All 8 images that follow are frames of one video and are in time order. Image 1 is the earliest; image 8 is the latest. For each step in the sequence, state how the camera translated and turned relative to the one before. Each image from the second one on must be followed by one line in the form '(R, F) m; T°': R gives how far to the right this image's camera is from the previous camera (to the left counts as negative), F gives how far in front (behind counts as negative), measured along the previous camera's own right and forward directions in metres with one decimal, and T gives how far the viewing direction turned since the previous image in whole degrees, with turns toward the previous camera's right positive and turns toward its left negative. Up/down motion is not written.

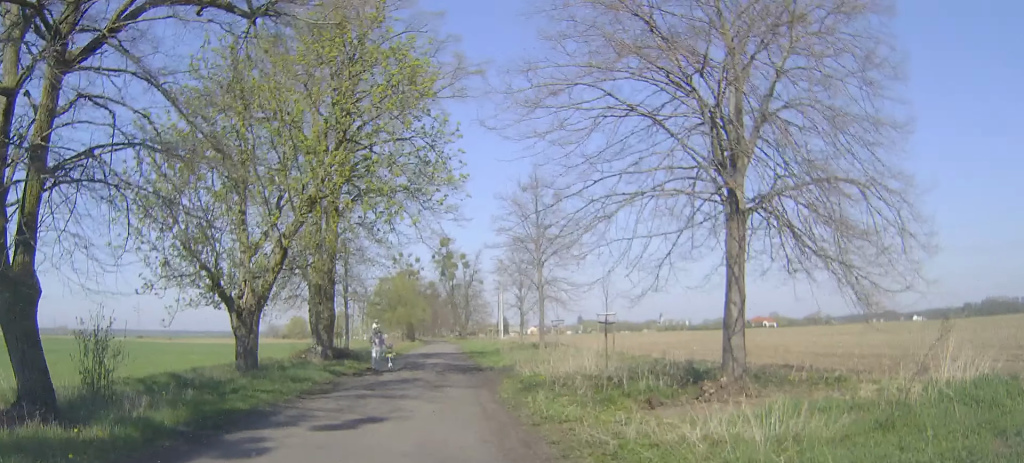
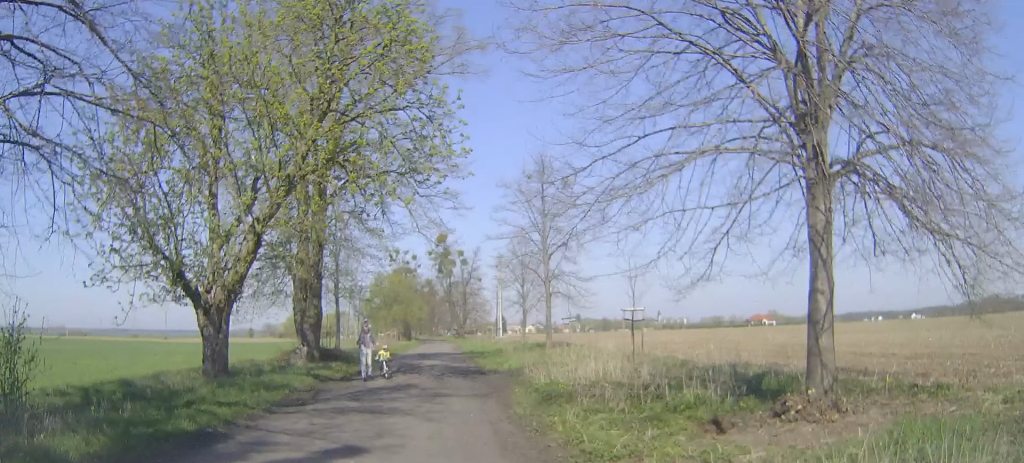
(0.0, +3.3) m; +2°
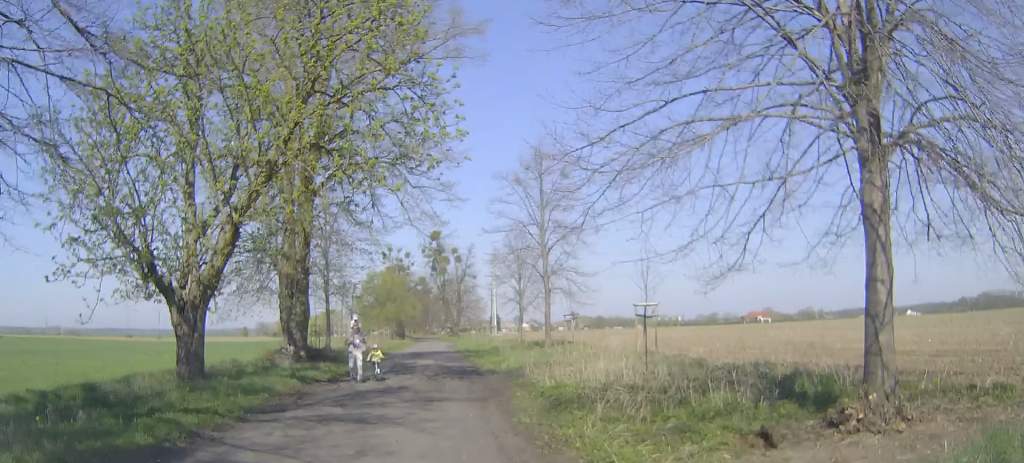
(0.0, +1.6) m; 0°
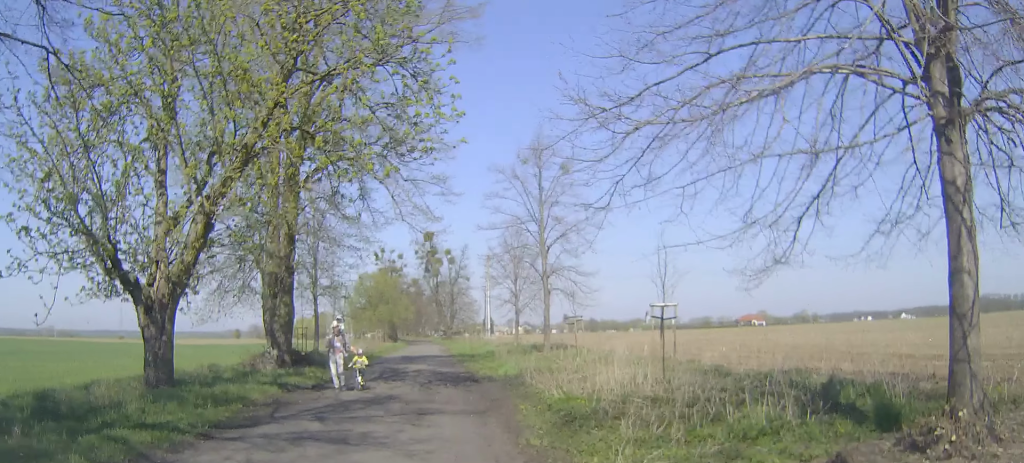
(0.0, +1.7) m; -1°
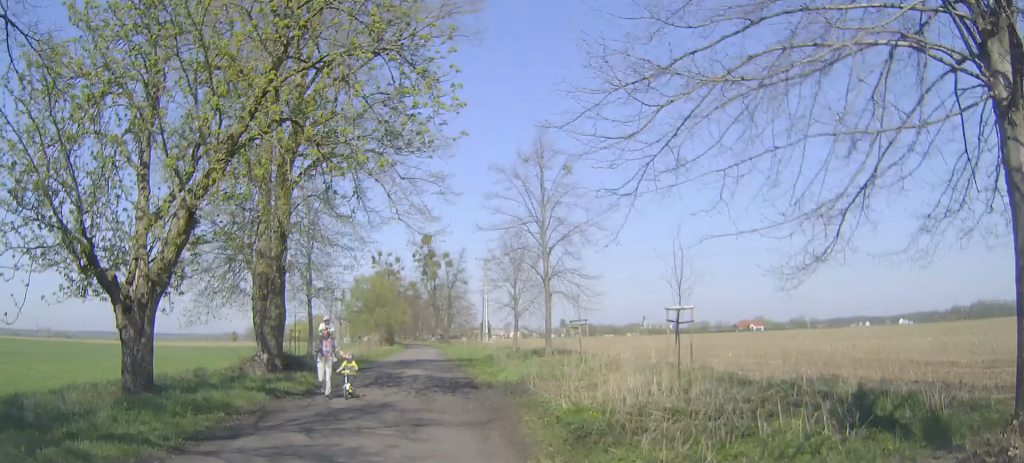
(0.0, +1.1) m; -1°
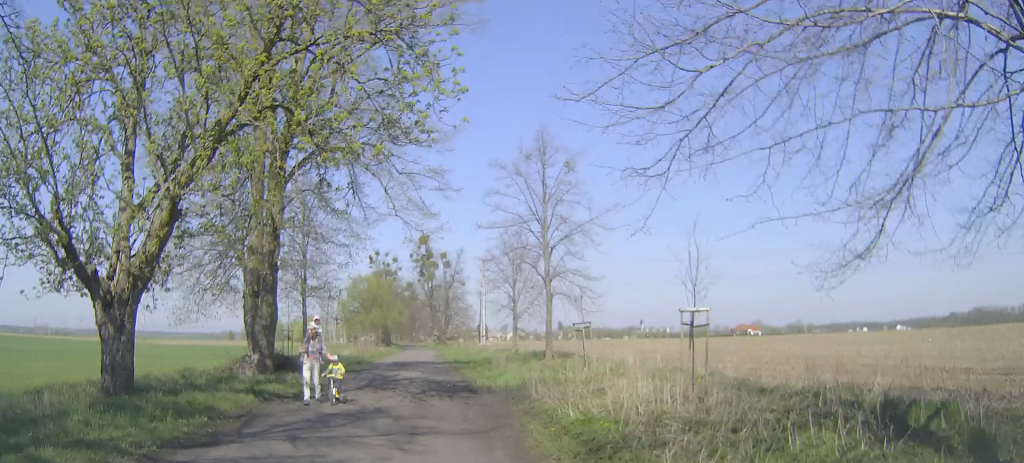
(0.0, +0.9) m; 0°
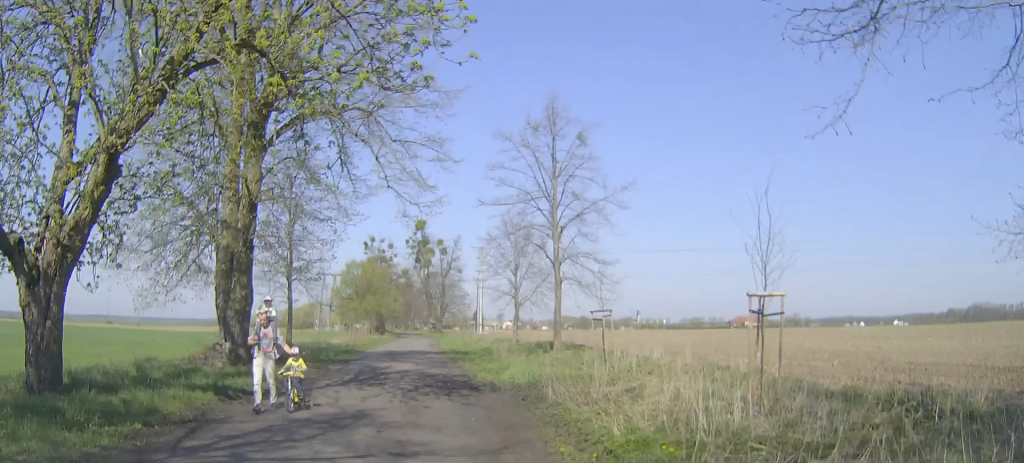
(0.0, +2.8) m; +2°
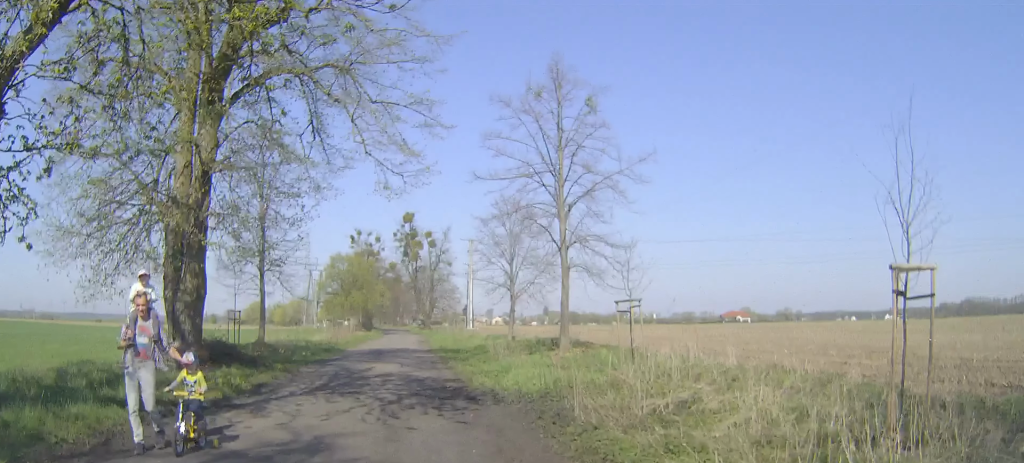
(0.0, +3.0) m; +2°
